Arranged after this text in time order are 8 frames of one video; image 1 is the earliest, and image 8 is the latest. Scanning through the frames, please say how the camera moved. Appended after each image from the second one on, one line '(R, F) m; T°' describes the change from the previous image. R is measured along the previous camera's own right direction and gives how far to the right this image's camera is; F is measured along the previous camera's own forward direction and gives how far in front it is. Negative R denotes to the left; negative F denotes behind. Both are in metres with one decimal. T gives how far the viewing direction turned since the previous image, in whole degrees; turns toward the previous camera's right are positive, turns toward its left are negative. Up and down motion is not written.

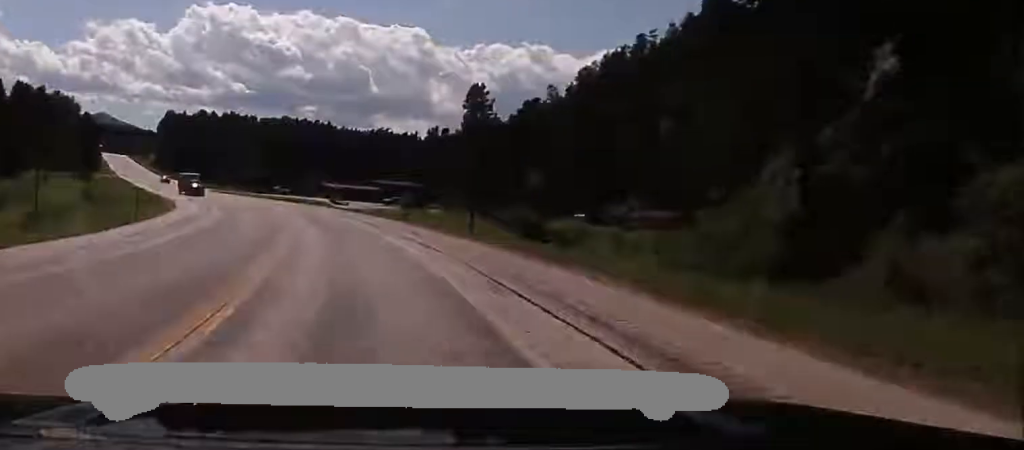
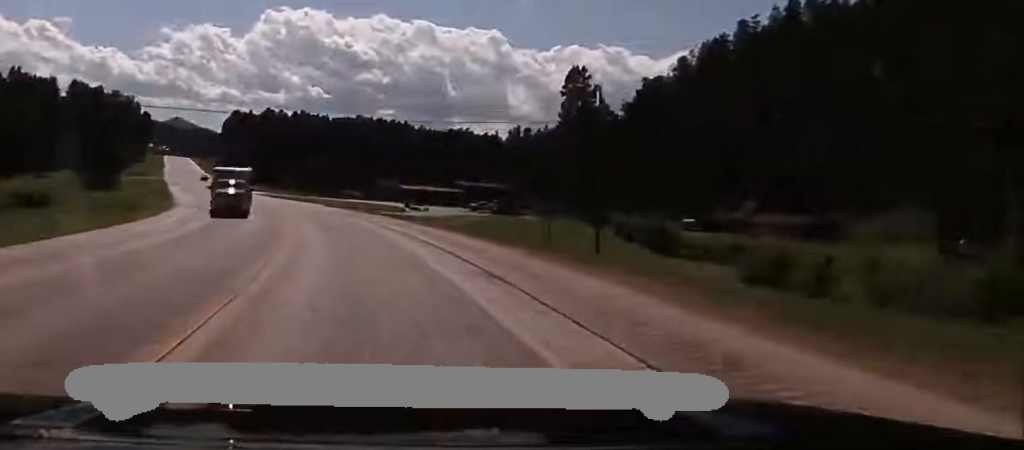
(-1.7, +27.2) m; -6°
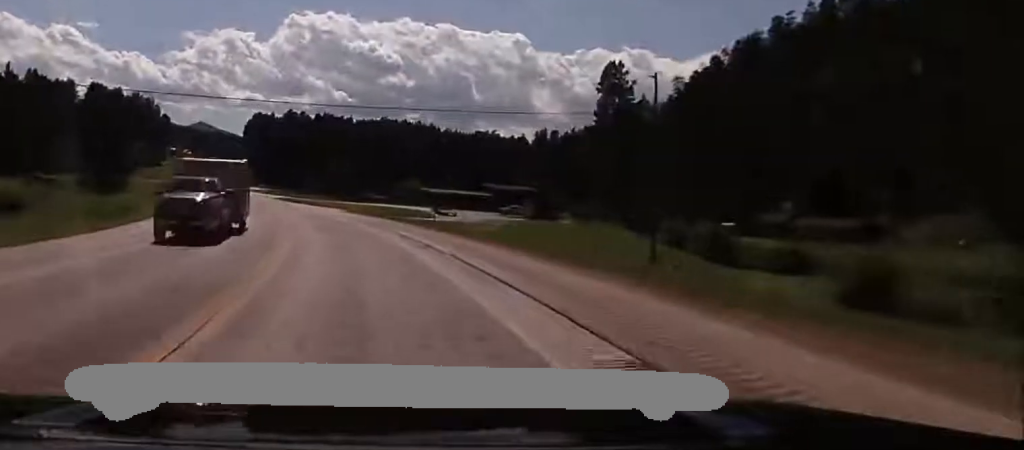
(-0.2, +8.9) m; -1°
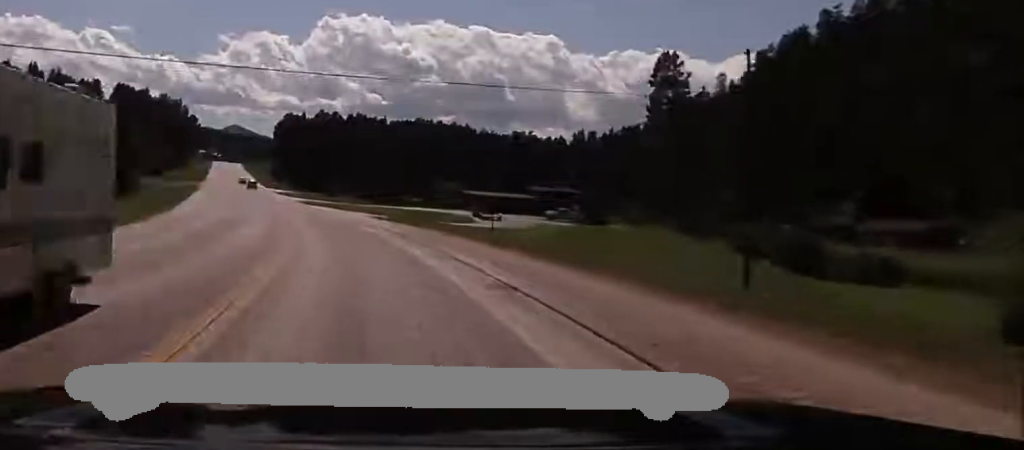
(-0.1, +11.5) m; -2°
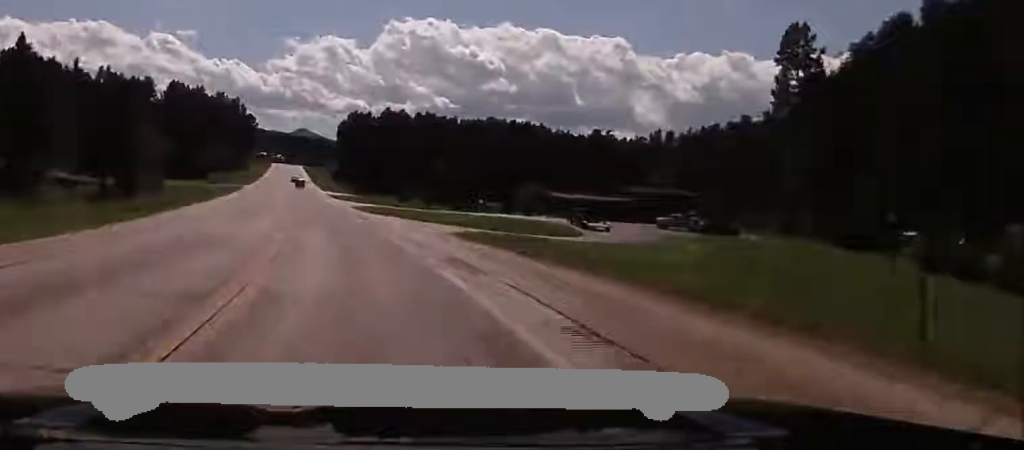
(-0.9, +23.7) m; -6°
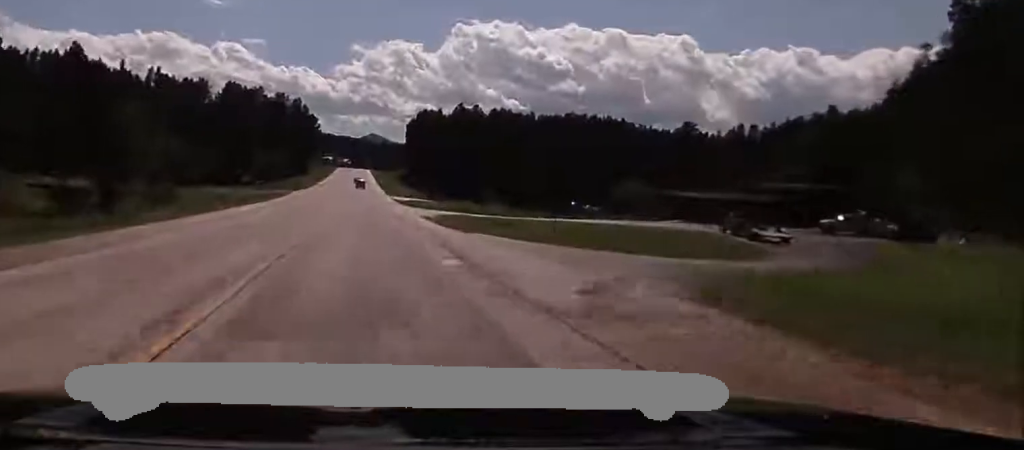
(-1.3, +25.9) m; -6°
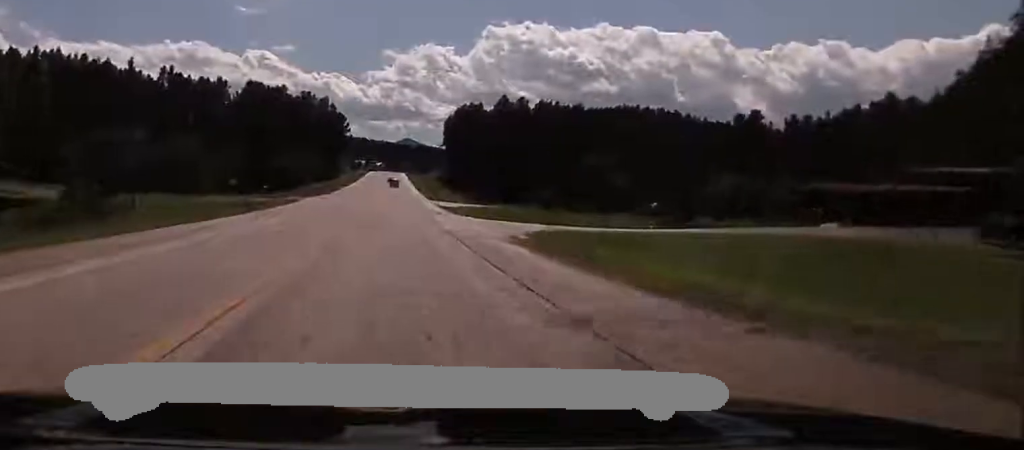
(-1.0, +30.2) m; -2°
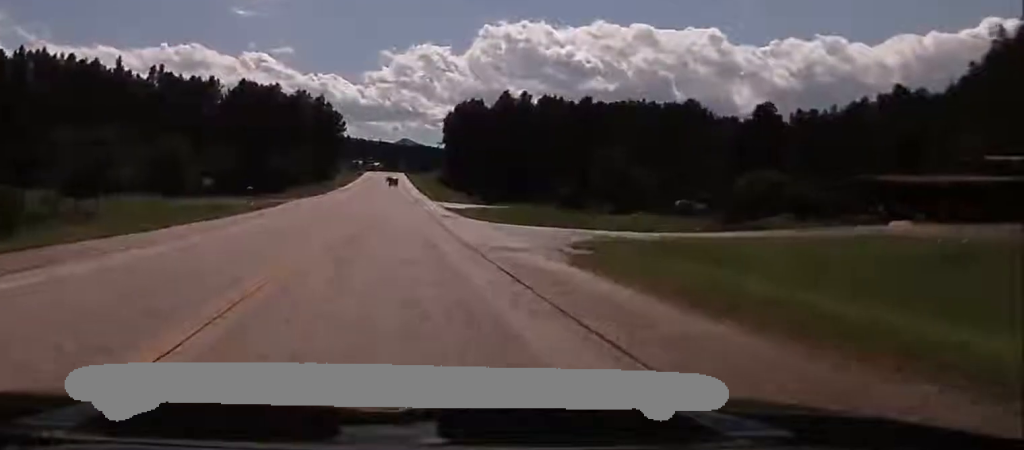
(0.0, +10.5) m; 0°
